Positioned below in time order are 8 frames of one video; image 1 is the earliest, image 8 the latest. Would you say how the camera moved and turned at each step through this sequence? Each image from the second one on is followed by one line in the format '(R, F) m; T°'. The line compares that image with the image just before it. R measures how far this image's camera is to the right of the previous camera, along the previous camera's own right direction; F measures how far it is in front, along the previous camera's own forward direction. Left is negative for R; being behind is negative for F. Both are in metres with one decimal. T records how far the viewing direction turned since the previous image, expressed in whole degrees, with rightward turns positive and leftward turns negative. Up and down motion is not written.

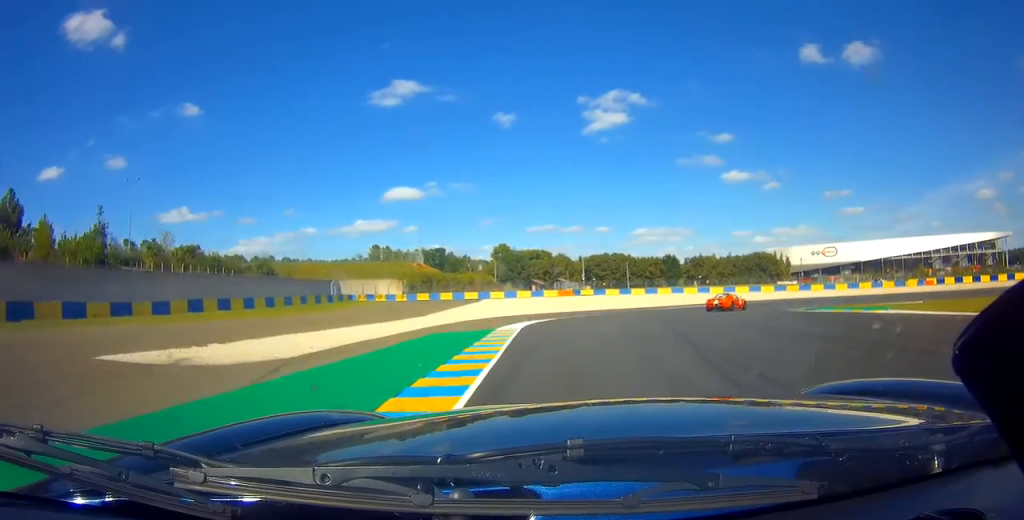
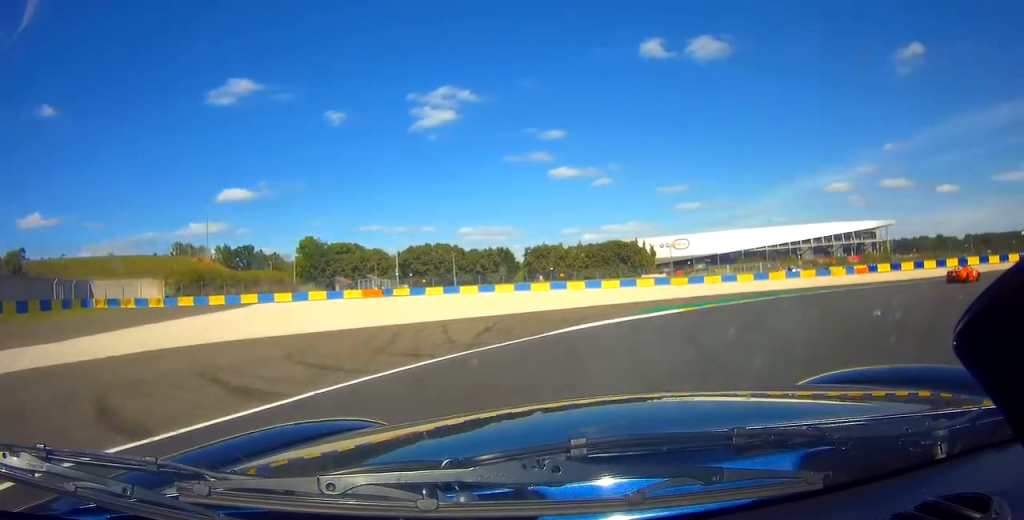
(+4.8, +26.6) m; +31°
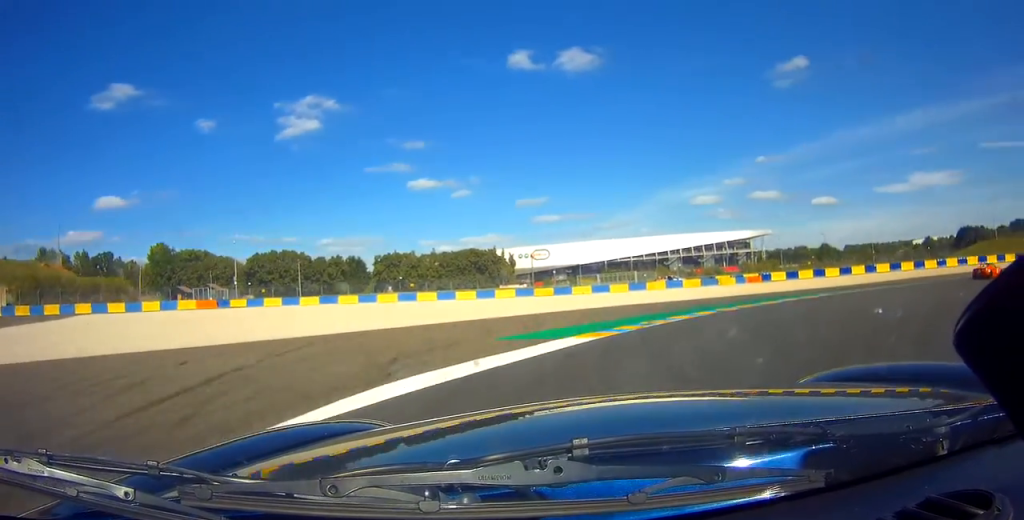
(+1.6, +8.7) m; +17°
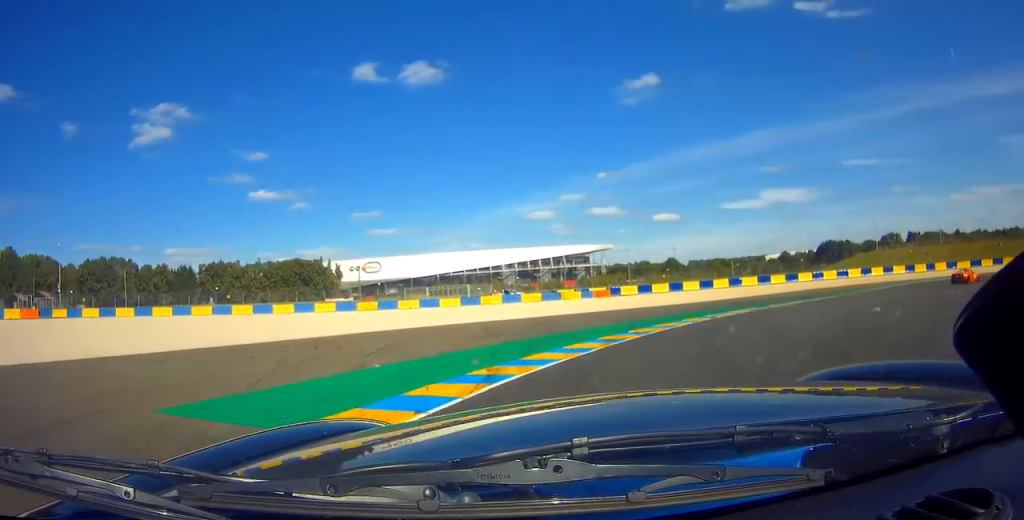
(+0.6, +7.9) m; +16°
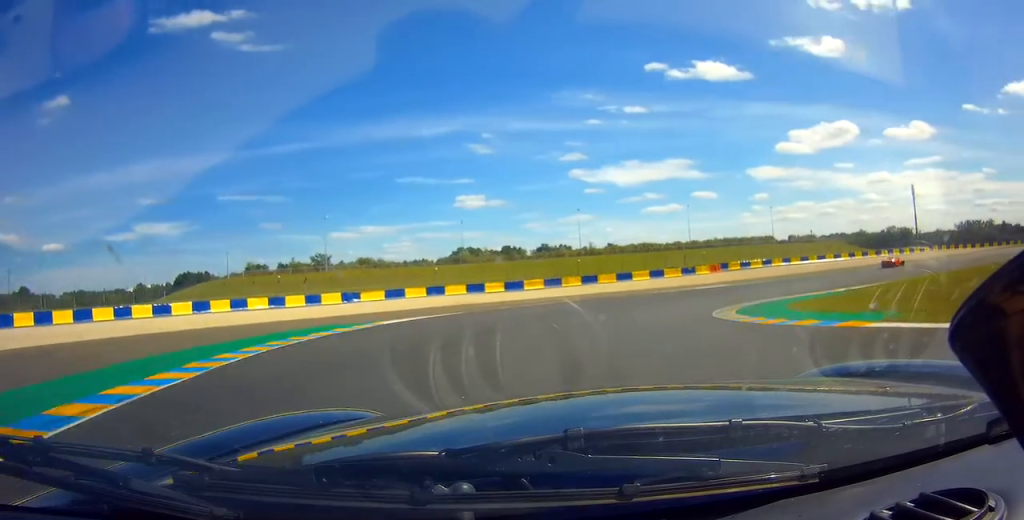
(+20.2, +34.5) m; +54°
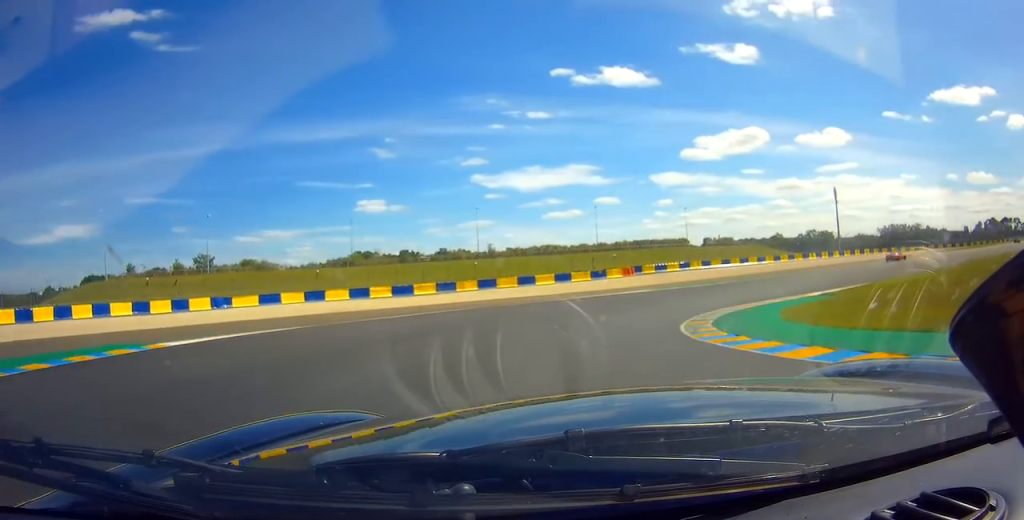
(+0.1, +9.2) m; +10°
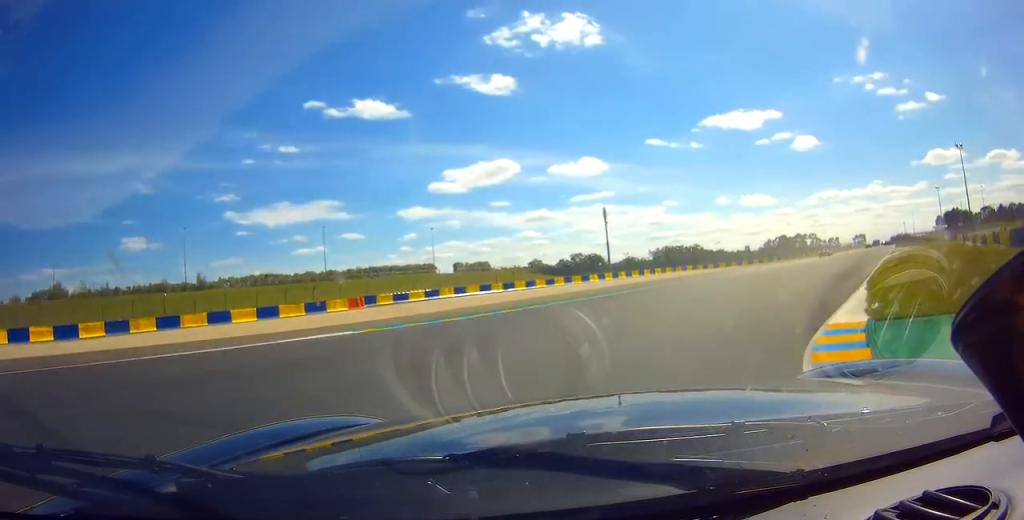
(+4.8, +22.5) m; +23°
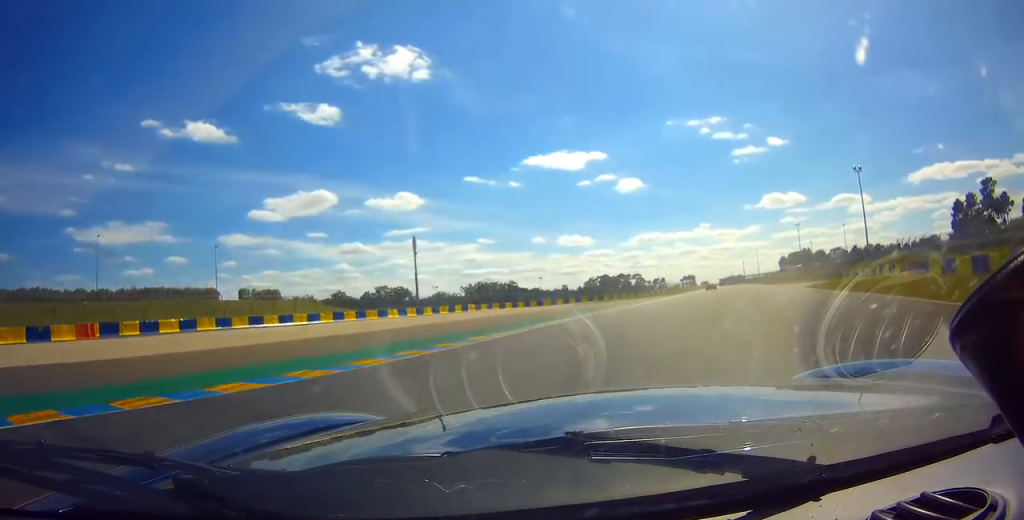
(+2.6, +18.7) m; +12°
